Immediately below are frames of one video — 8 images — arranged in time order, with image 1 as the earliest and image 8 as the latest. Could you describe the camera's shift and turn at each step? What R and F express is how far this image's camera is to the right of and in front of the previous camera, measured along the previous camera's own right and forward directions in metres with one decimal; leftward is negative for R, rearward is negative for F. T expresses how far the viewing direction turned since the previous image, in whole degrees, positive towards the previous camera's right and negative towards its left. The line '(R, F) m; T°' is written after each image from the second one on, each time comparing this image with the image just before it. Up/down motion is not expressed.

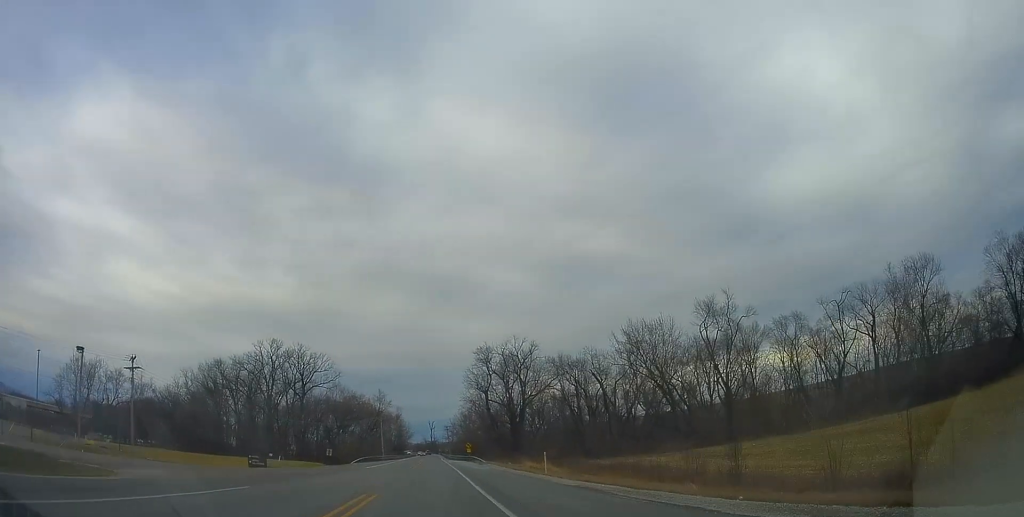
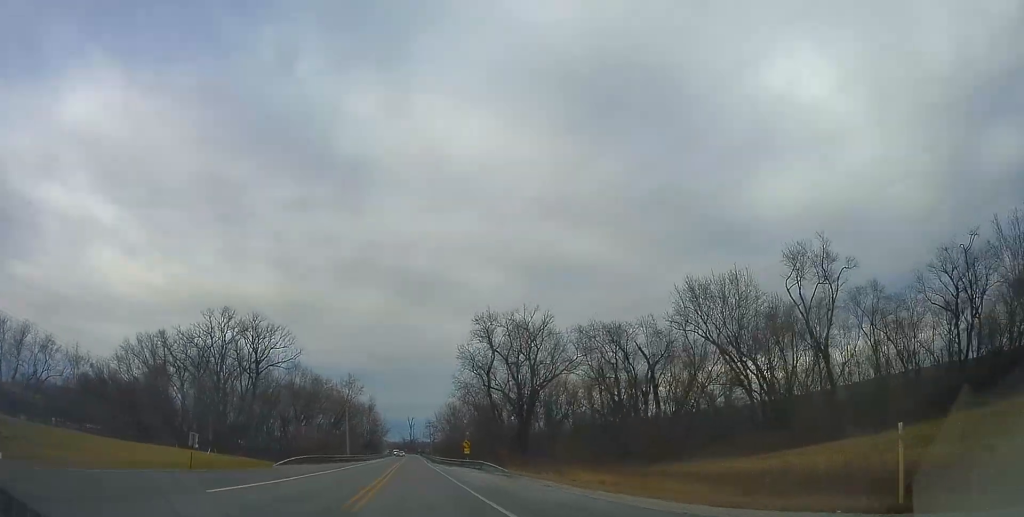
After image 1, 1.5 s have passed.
(+1.6, +33.9) m; +4°
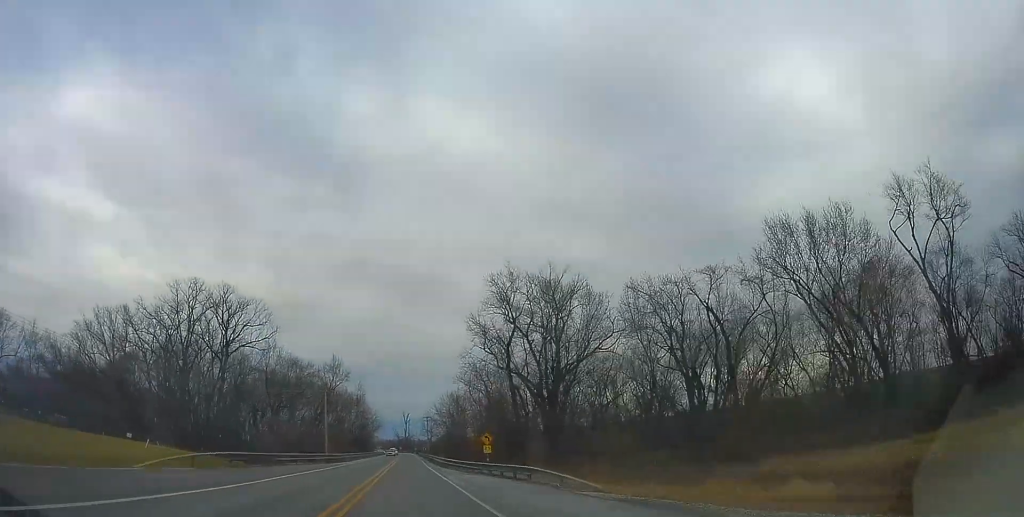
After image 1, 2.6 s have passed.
(+0.2, +22.7) m; +1°
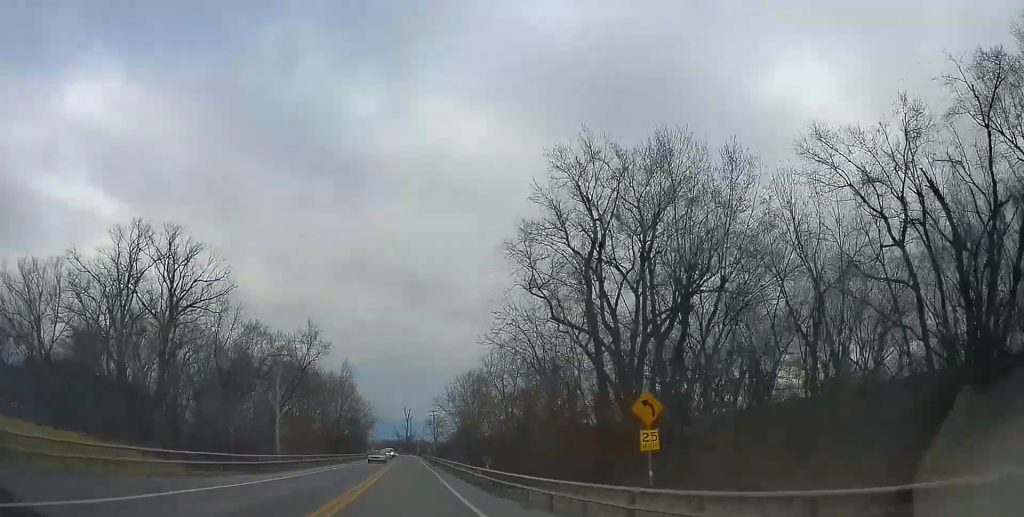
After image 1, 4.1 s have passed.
(+0.3, +33.1) m; 0°
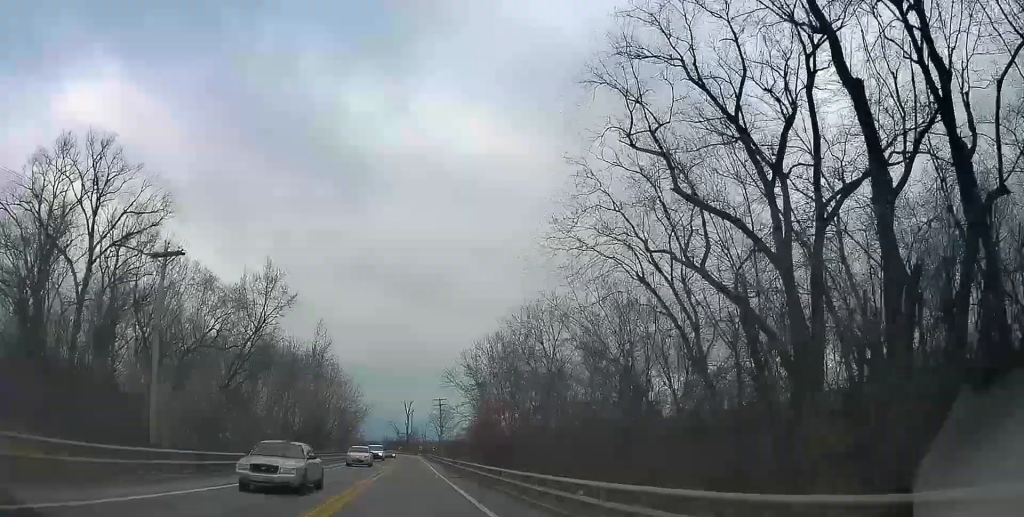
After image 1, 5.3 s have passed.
(-0.6, +27.5) m; -2°
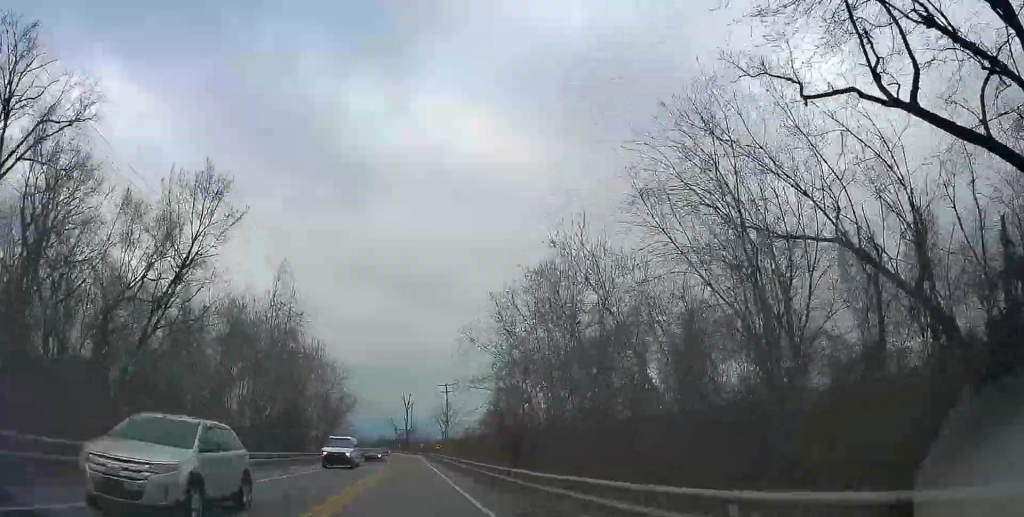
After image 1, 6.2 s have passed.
(-0.1, +20.9) m; 0°
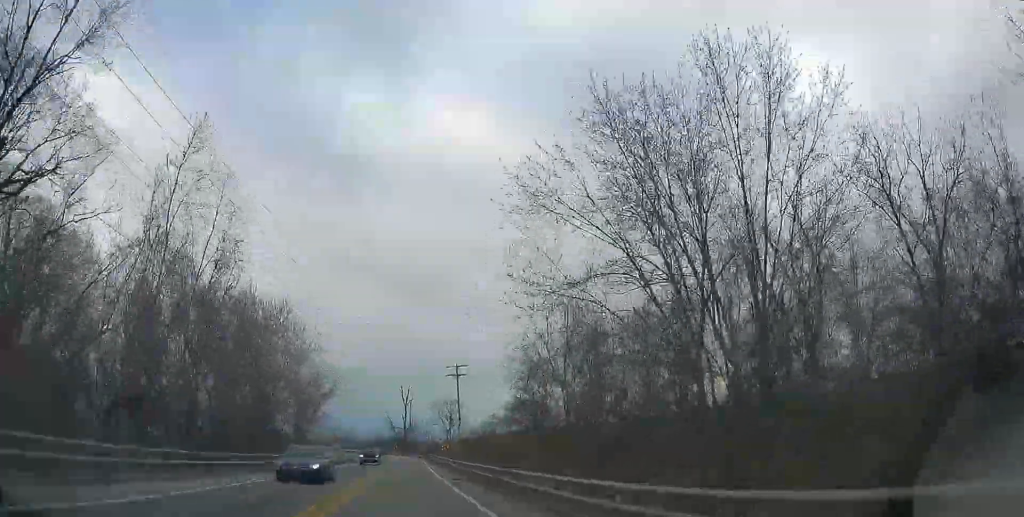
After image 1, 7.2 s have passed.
(+0.2, +22.0) m; +1°
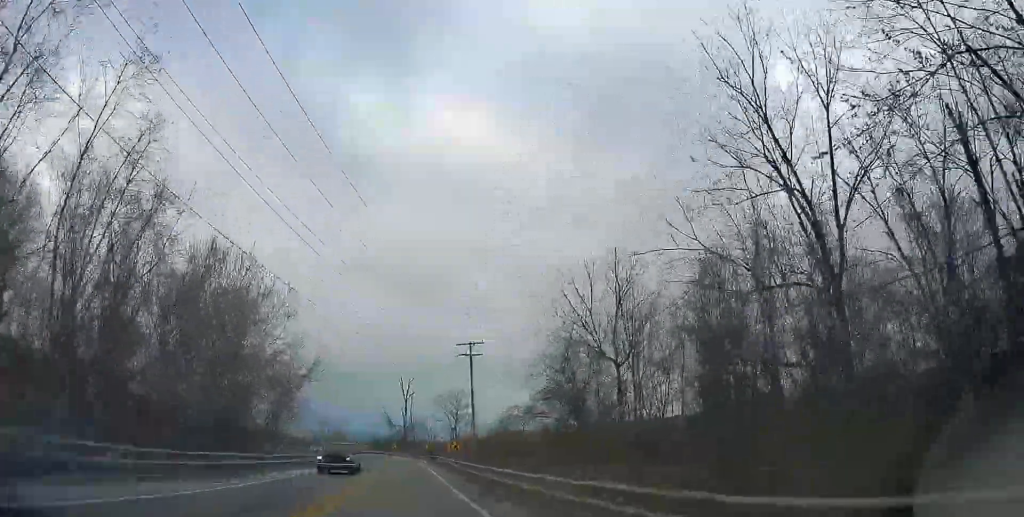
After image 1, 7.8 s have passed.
(+0.3, +13.8) m; 0°
